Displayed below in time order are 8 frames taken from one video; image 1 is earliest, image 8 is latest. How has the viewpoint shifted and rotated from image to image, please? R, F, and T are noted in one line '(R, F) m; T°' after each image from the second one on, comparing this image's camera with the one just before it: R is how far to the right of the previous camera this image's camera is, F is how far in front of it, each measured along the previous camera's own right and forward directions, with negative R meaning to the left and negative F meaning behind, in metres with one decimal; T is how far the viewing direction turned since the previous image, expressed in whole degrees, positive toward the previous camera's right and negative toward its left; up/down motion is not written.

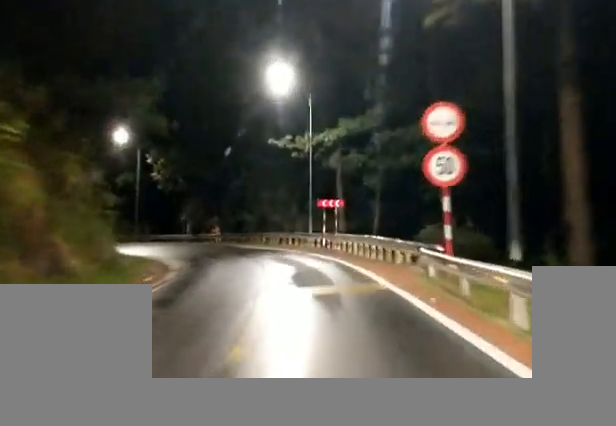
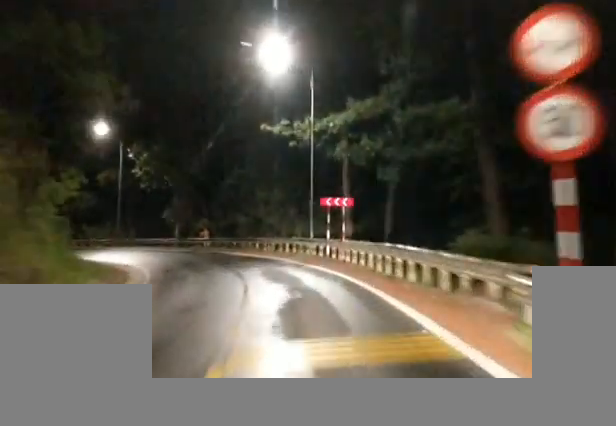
(0.0, +6.7) m; 0°
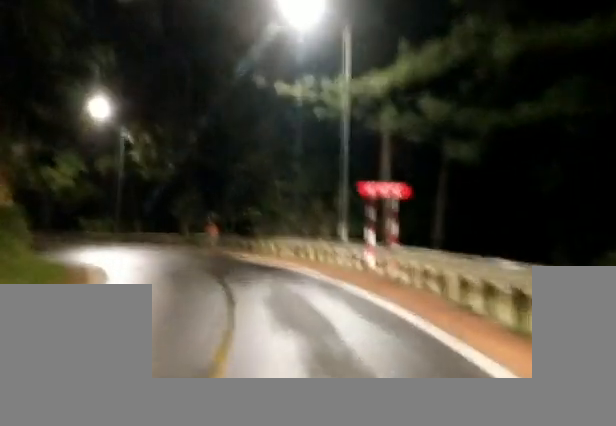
(0.0, +8.9) m; -2°
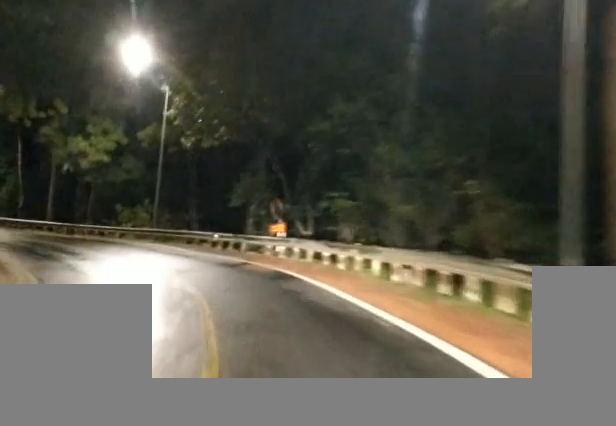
(-1.2, +16.1) m; -8°
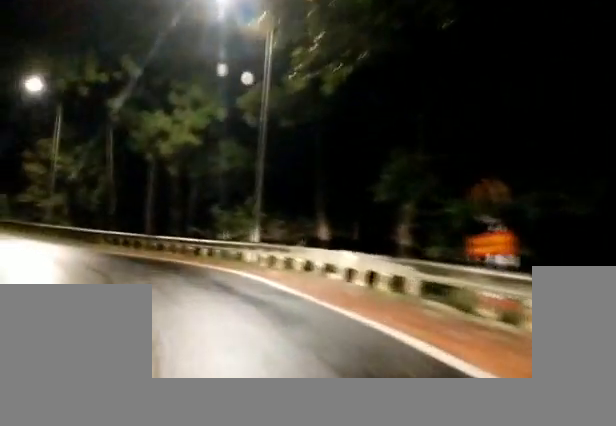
(-0.3, +17.1) m; -1°
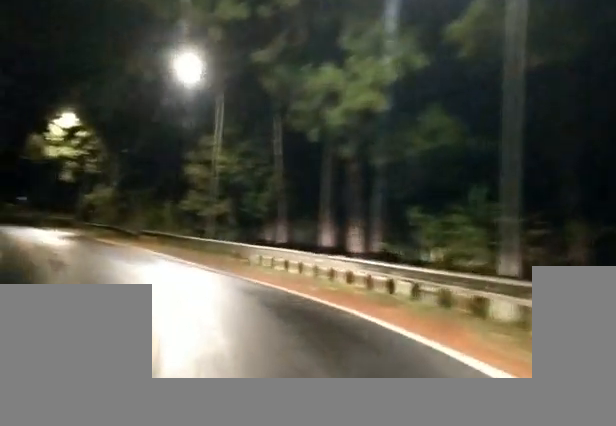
(0.0, +12.5) m; 0°
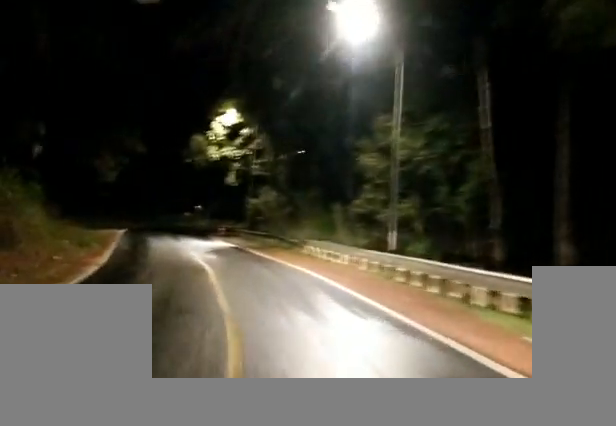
(0.0, +12.0) m; 0°
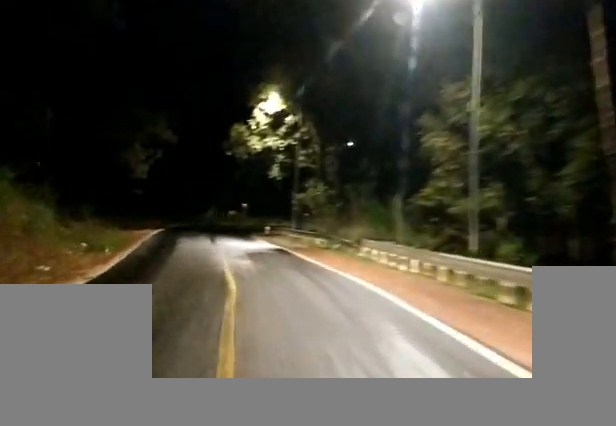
(0.0, +6.1) m; -1°
